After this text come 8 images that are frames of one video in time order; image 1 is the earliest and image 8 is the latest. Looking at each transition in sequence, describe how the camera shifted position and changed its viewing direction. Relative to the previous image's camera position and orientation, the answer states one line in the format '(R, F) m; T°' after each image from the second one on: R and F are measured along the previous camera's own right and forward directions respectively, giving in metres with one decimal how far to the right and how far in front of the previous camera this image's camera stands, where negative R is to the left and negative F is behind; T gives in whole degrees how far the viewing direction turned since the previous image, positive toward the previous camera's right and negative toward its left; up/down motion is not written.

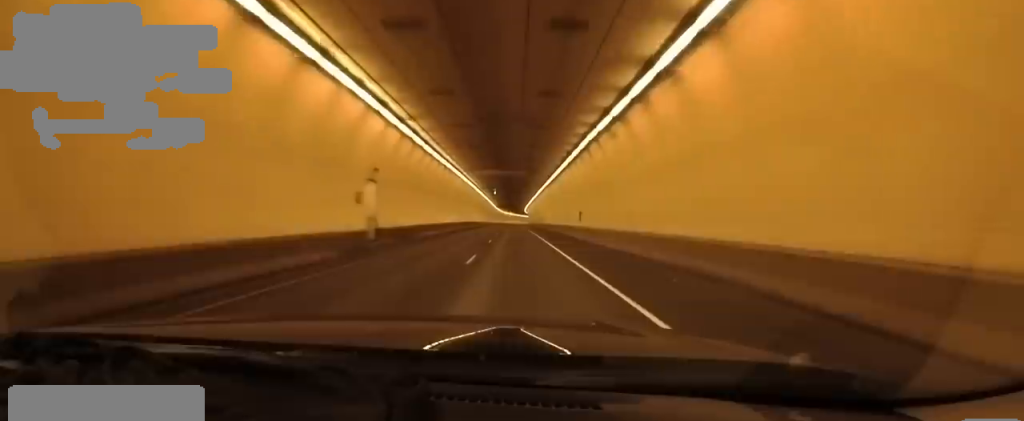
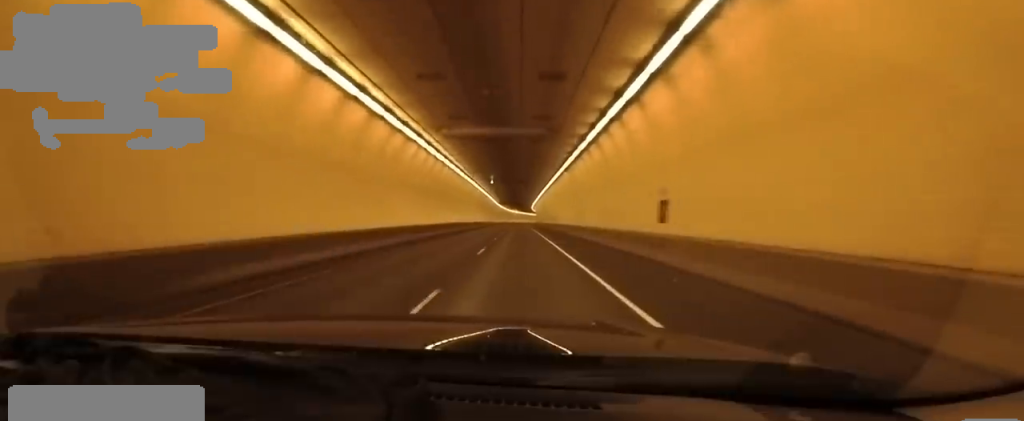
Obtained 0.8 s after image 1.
(+0.1, +21.3) m; -2°
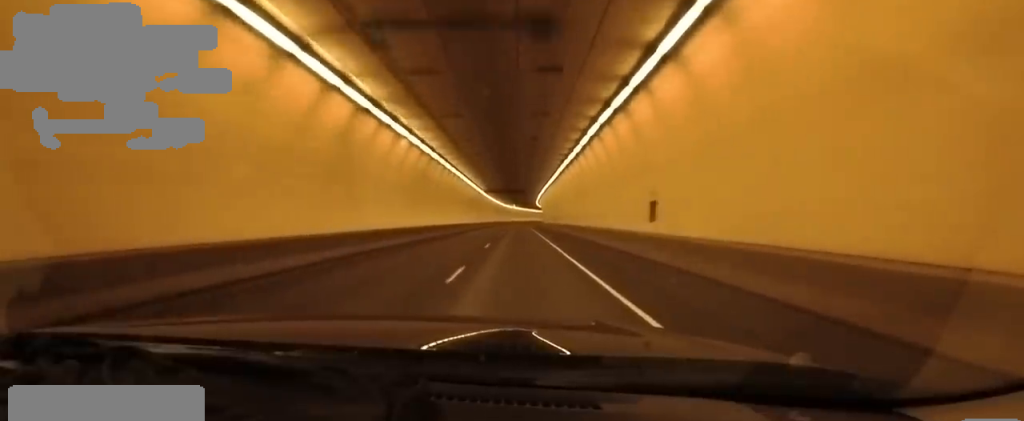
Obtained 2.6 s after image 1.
(-1.3, +45.4) m; 0°
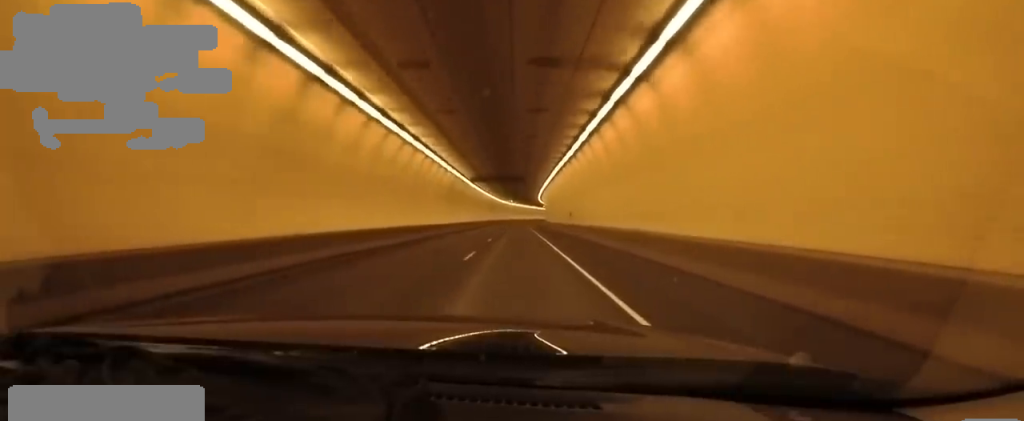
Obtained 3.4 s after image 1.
(+0.7, +19.7) m; +2°
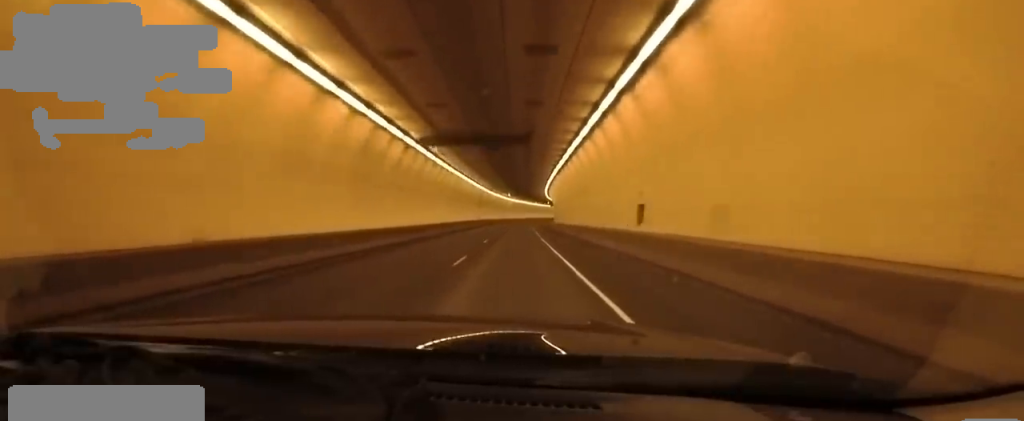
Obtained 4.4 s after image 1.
(0.0, +26.3) m; 0°
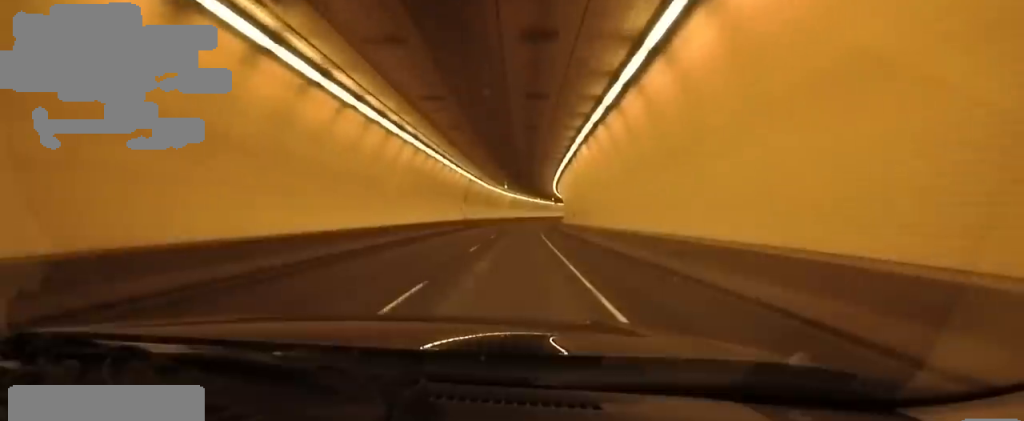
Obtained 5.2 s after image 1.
(+0.1, +19.4) m; -1°
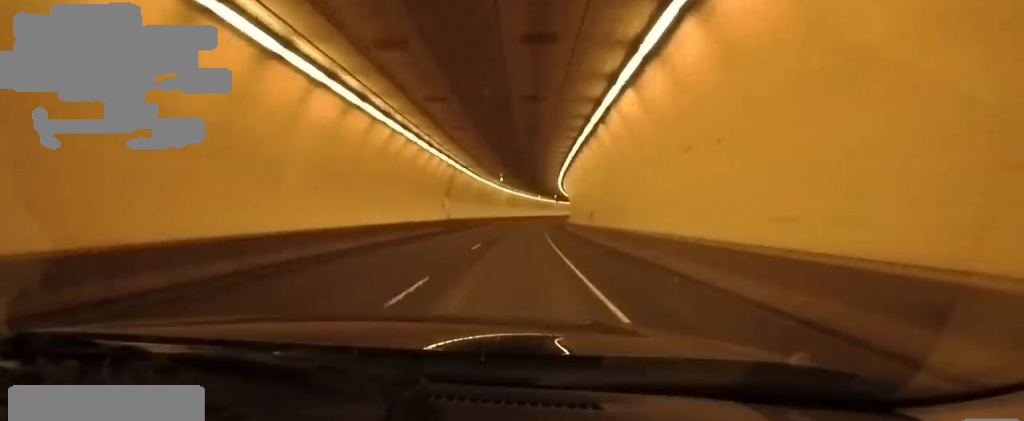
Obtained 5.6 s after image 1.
(-0.2, +11.8) m; -1°
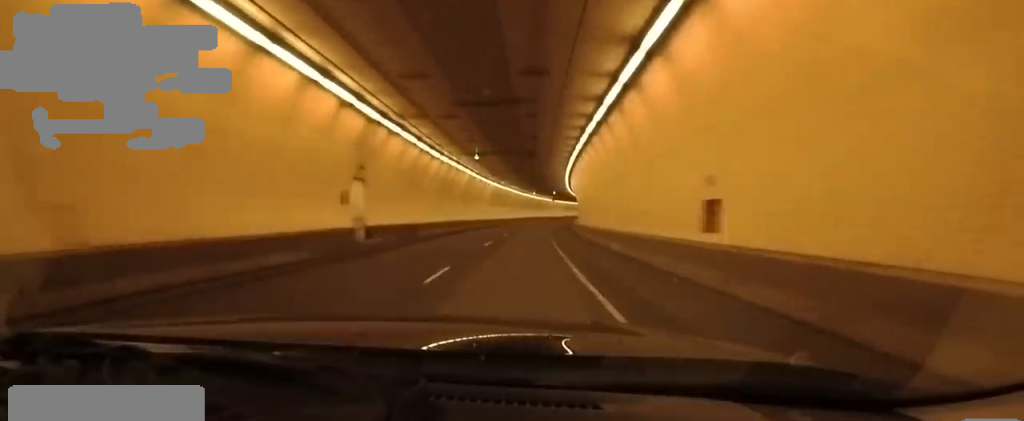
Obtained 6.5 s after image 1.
(-0.4, +21.9) m; -2°
